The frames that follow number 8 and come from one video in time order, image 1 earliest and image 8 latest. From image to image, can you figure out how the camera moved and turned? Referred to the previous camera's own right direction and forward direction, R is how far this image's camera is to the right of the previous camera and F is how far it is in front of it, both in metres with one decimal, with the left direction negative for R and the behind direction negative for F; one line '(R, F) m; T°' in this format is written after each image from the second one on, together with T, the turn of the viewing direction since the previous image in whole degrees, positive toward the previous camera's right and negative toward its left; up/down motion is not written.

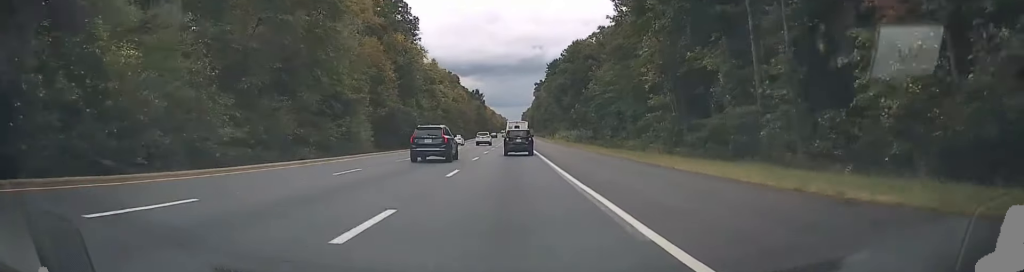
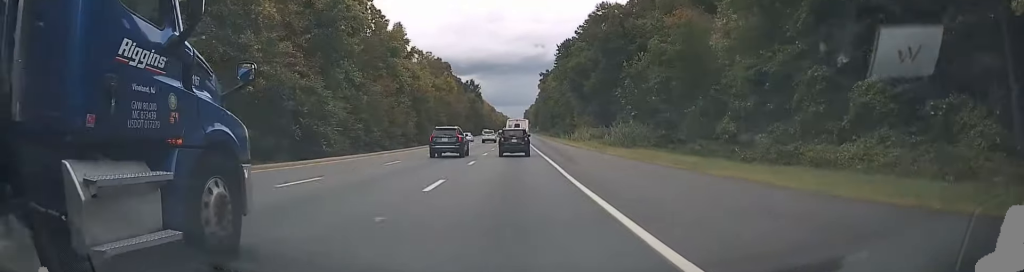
(0.0, +40.5) m; 0°
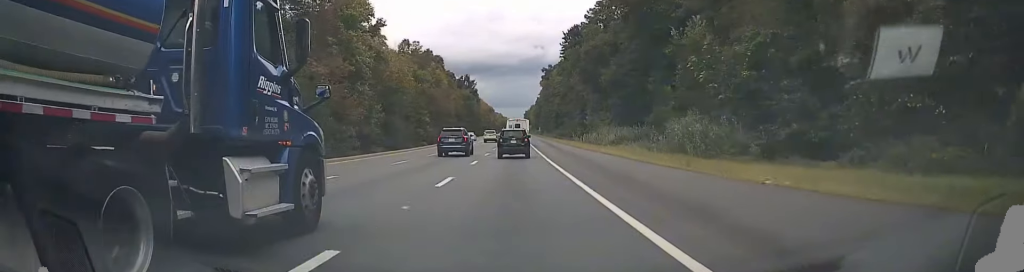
(0.0, +23.3) m; 0°
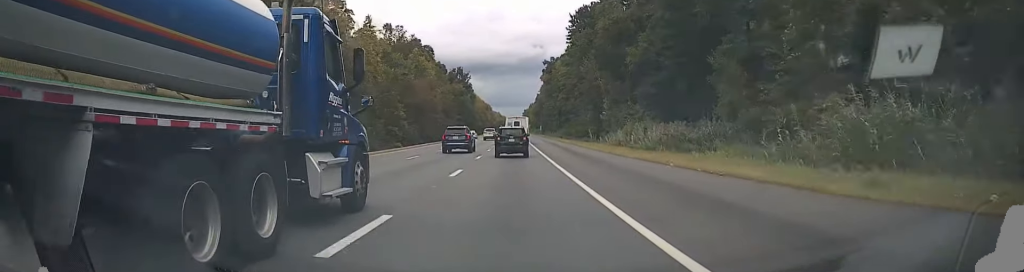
(0.0, +21.9) m; 0°
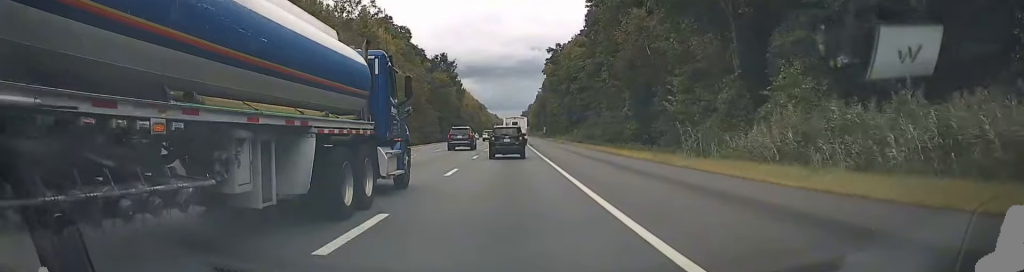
(-0.1, +33.1) m; 0°
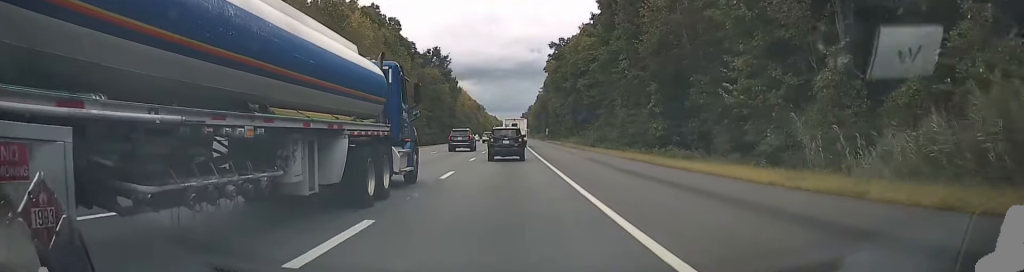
(0.0, +12.1) m; 0°
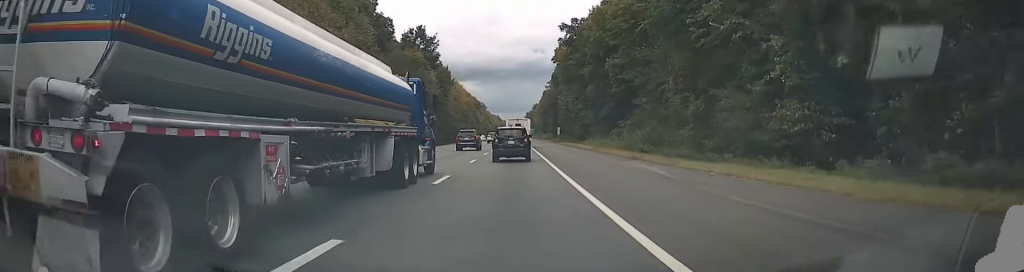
(0.0, +24.5) m; 0°
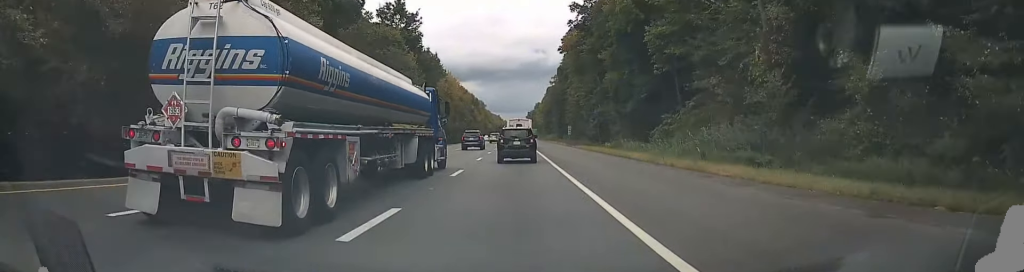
(+0.1, +20.2) m; +1°
